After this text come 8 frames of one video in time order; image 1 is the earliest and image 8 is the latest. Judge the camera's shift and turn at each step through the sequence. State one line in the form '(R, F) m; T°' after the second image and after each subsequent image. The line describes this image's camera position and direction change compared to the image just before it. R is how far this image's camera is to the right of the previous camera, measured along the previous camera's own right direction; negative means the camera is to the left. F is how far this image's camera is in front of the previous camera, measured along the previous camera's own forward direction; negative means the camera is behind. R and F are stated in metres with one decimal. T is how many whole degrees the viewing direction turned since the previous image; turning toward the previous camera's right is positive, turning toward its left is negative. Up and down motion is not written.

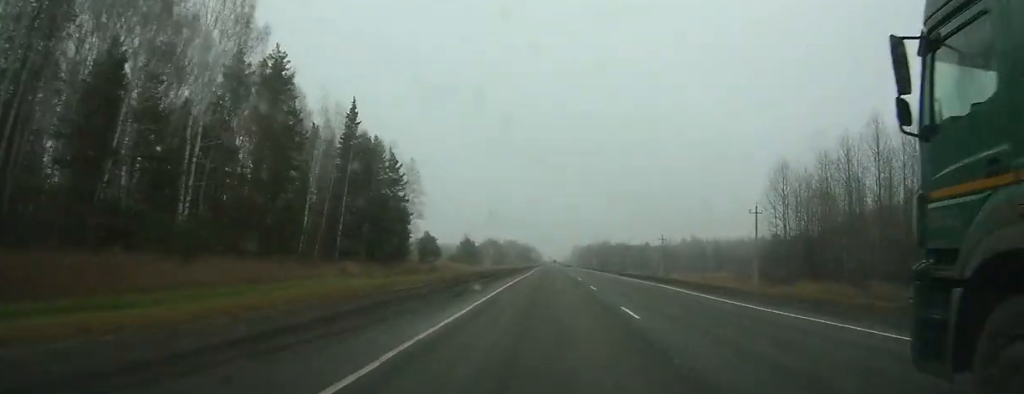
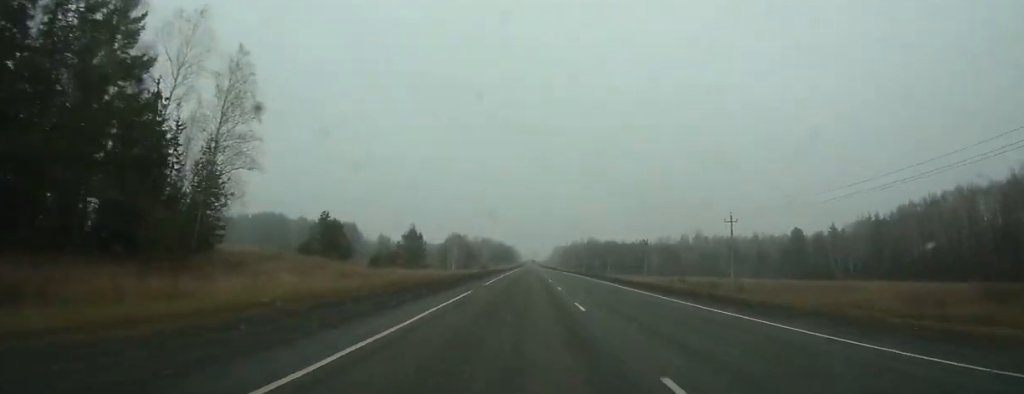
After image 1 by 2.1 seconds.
(+0.4, +56.1) m; +1°
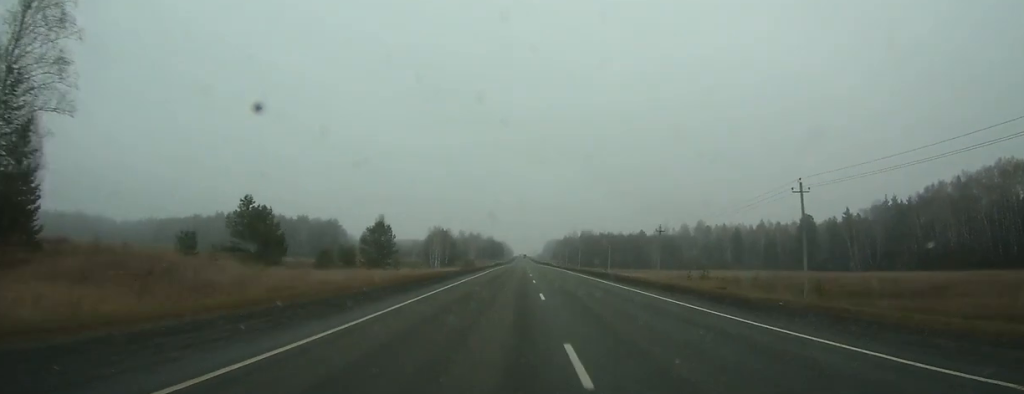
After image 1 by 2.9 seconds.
(+0.1, +21.6) m; 0°
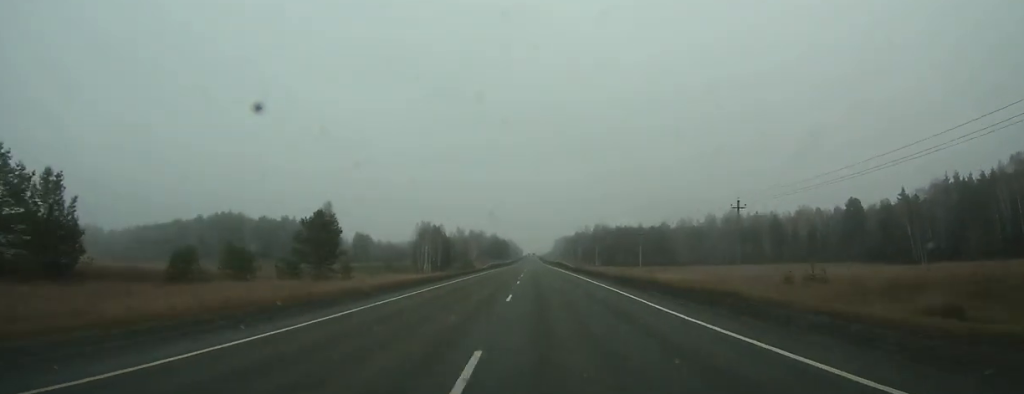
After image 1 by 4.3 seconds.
(+0.4, +36.4) m; 0°
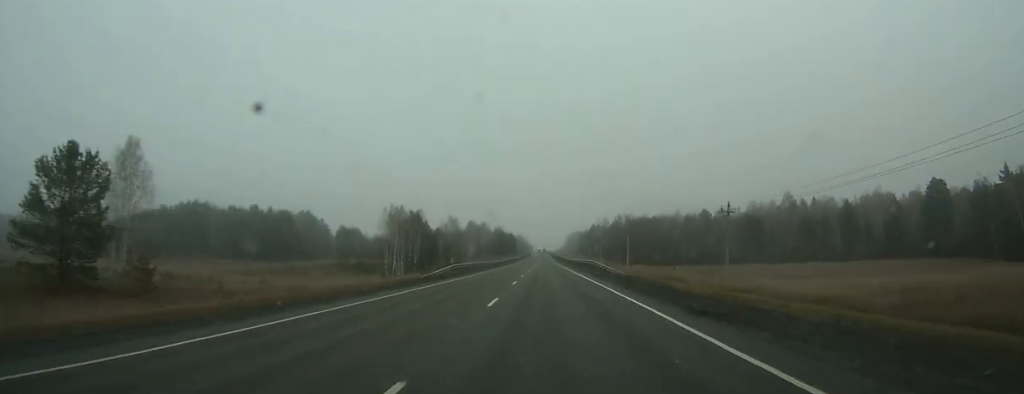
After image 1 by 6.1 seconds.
(-0.6, +50.2) m; -1°
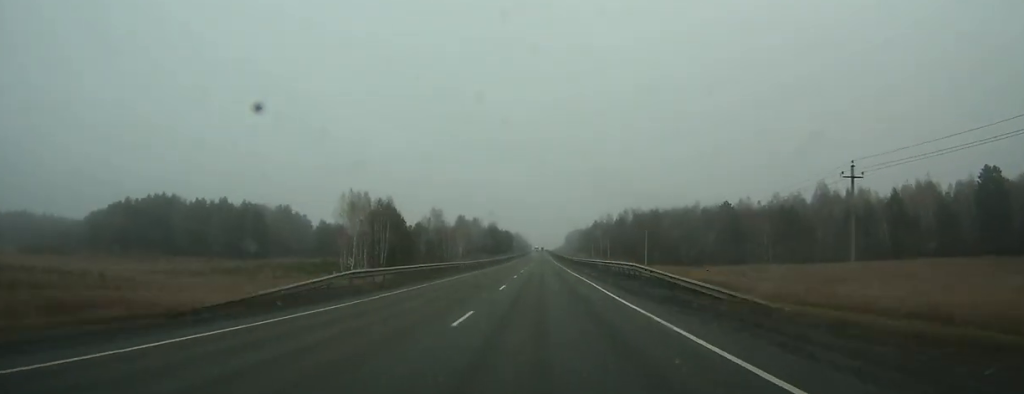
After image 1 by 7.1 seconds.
(-0.1, +28.3) m; 0°
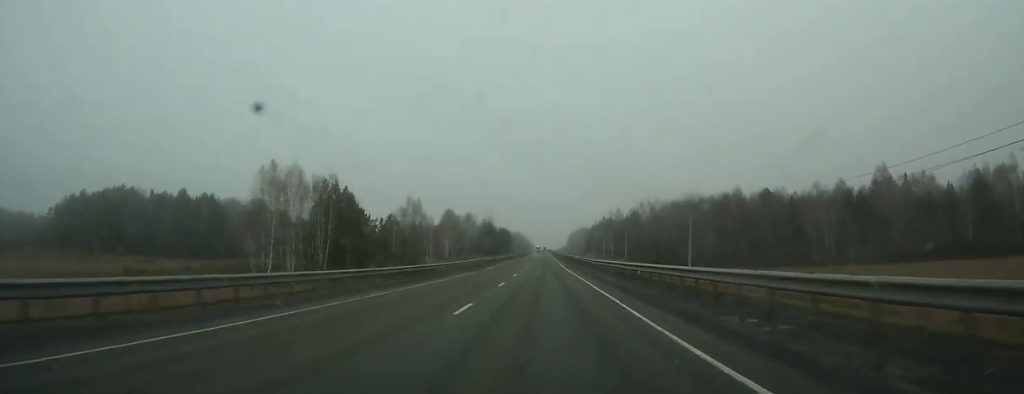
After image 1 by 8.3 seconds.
(+0.1, +34.2) m; 0°
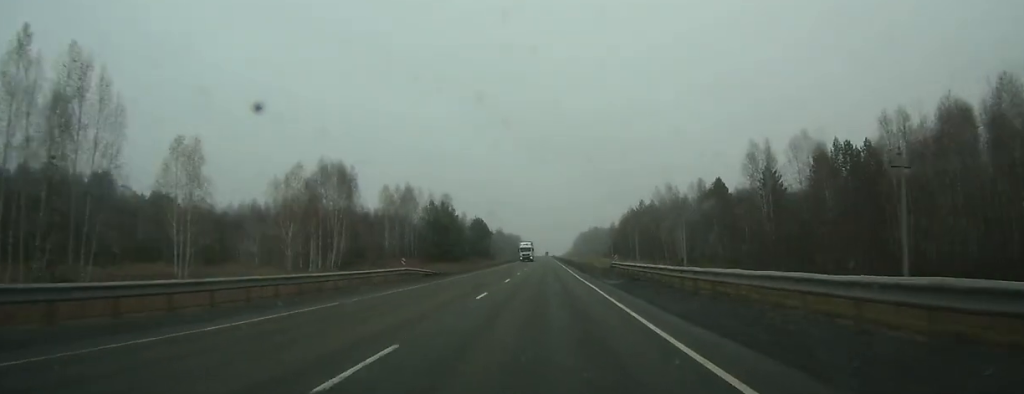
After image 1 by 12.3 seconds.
(+0.2, +116.1) m; 0°
